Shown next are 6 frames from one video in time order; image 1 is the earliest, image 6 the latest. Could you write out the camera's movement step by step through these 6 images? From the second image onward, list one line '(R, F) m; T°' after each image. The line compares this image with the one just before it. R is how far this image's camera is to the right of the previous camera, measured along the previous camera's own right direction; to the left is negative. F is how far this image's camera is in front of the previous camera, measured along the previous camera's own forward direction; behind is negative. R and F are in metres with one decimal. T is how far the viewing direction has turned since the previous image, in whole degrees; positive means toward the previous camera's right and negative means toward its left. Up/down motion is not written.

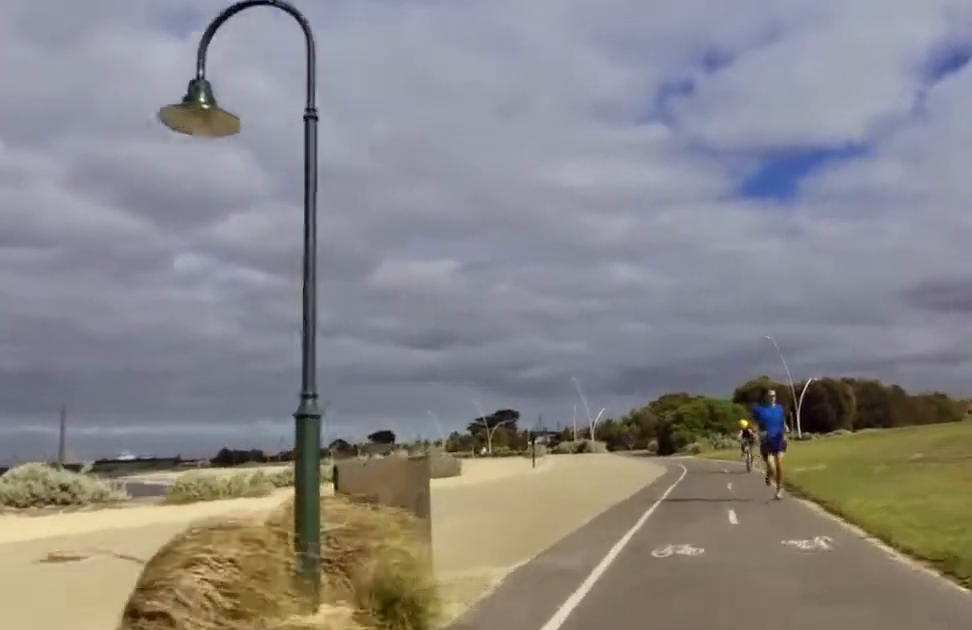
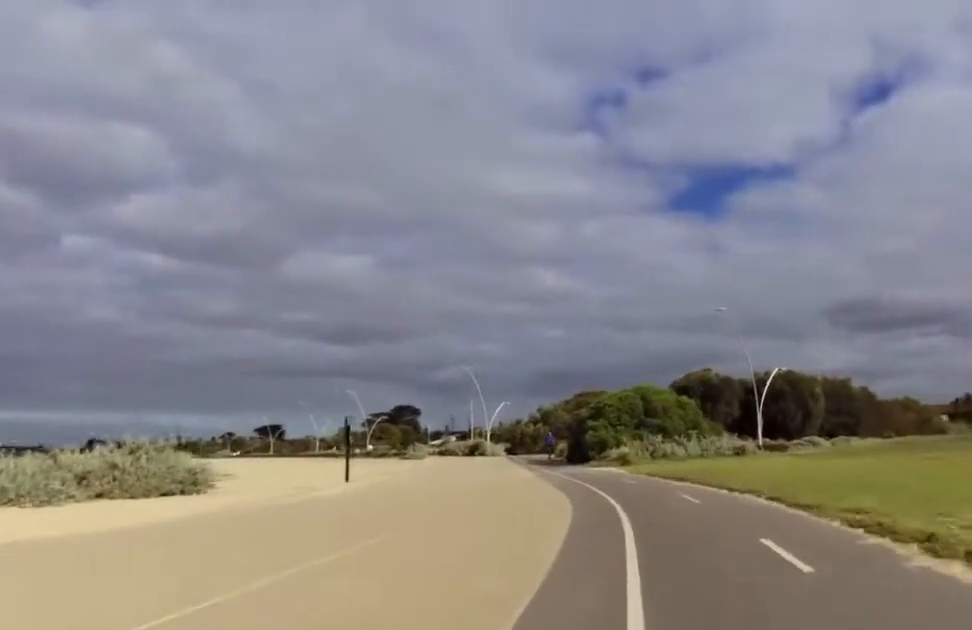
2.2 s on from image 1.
(+3.6, +18.0) m; +5°
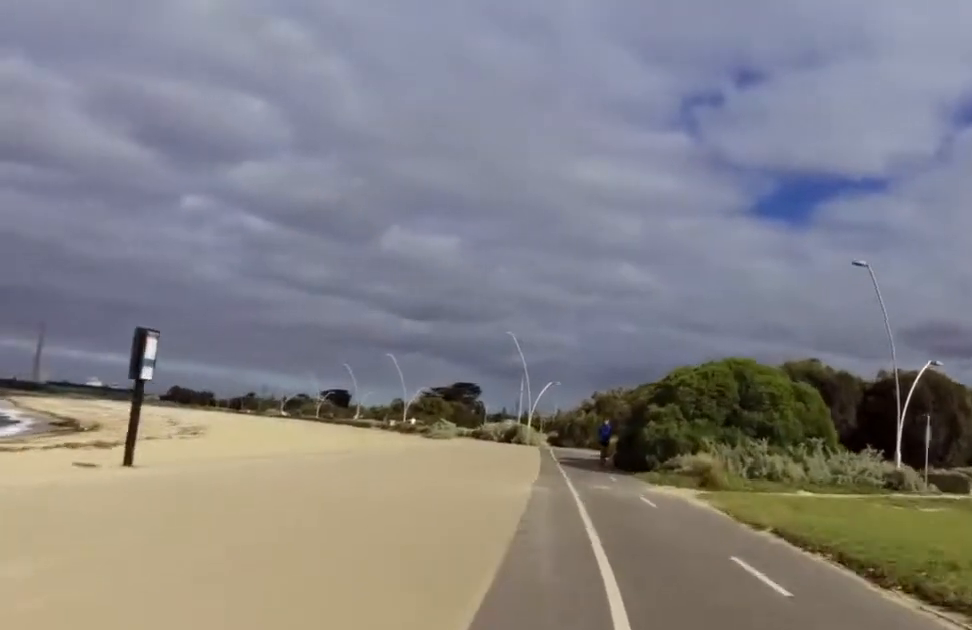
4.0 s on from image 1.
(-0.1, +14.1) m; 0°
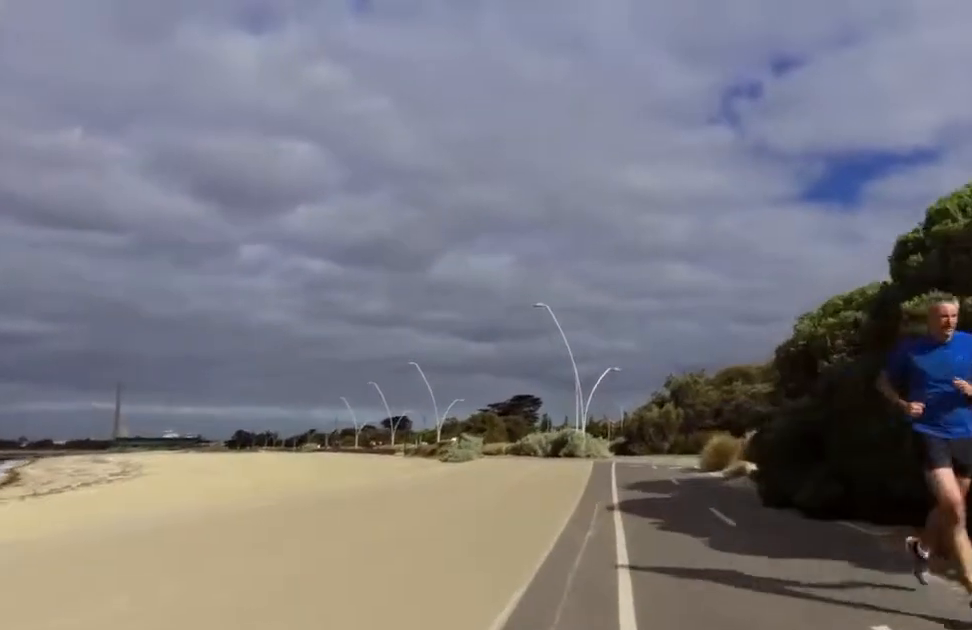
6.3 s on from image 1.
(-4.0, +17.9) m; -12°
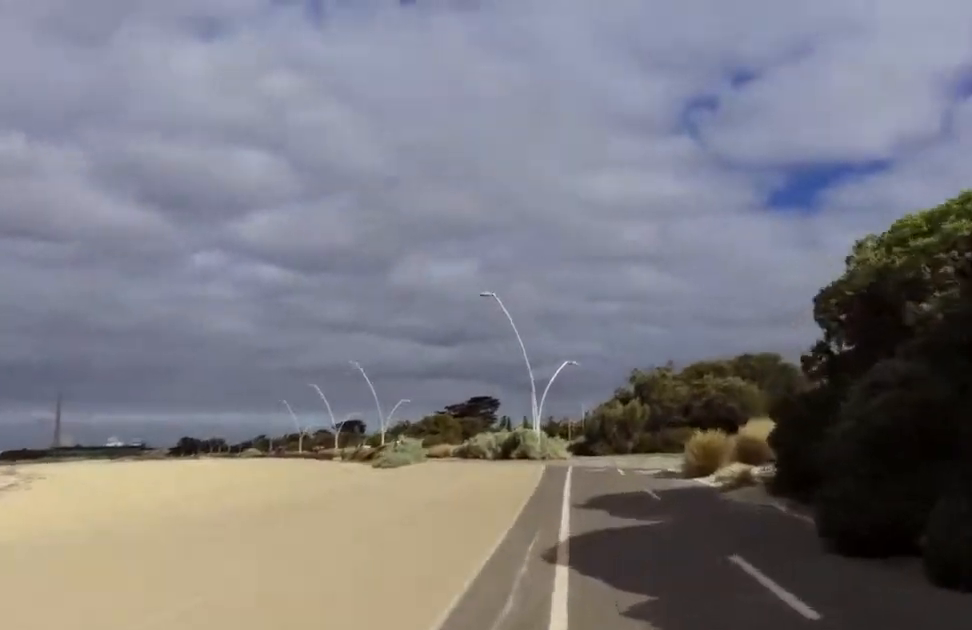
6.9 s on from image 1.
(0.0, +5.2) m; +6°
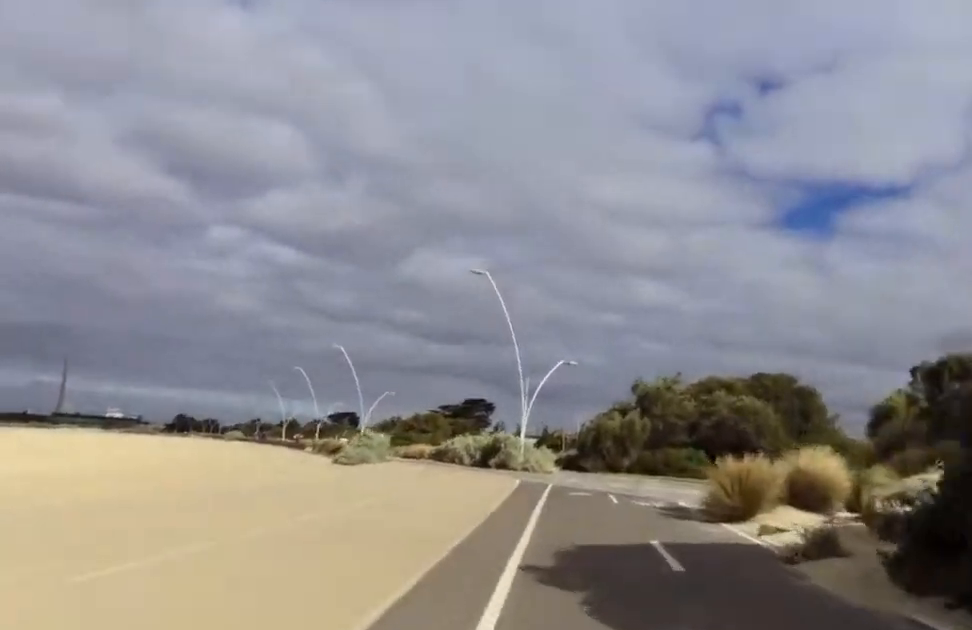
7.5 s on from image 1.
(+0.4, +5.2) m; +2°
